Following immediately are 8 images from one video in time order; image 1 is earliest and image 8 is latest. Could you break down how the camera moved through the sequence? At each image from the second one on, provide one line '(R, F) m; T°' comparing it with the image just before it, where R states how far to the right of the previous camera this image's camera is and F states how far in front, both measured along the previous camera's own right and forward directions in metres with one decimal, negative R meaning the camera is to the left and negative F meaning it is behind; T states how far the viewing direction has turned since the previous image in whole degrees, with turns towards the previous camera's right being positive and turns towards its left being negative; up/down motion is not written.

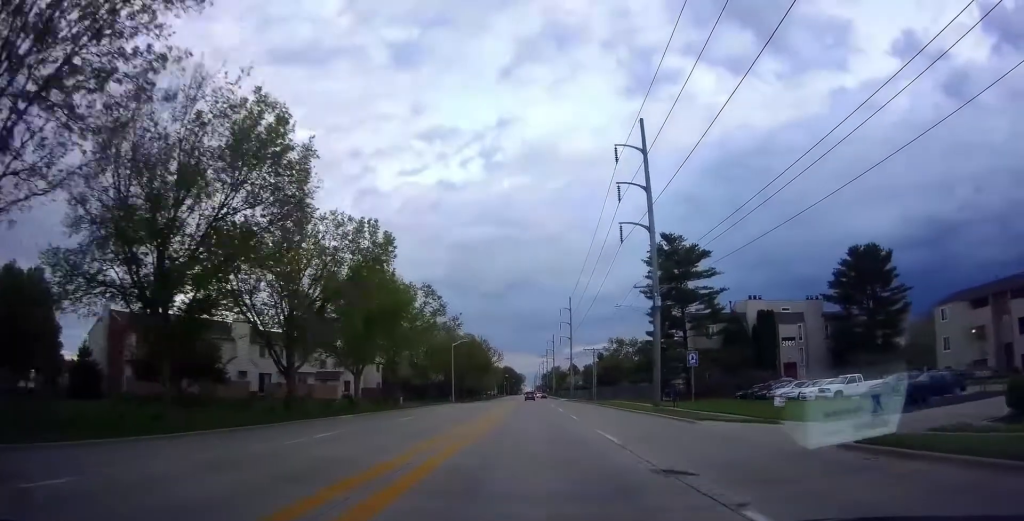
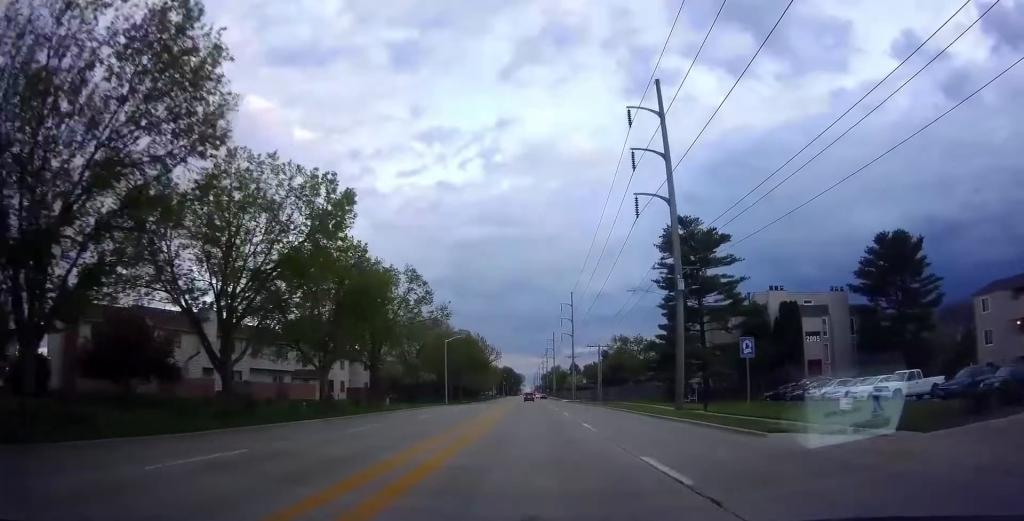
(+0.1, +7.1) m; -1°
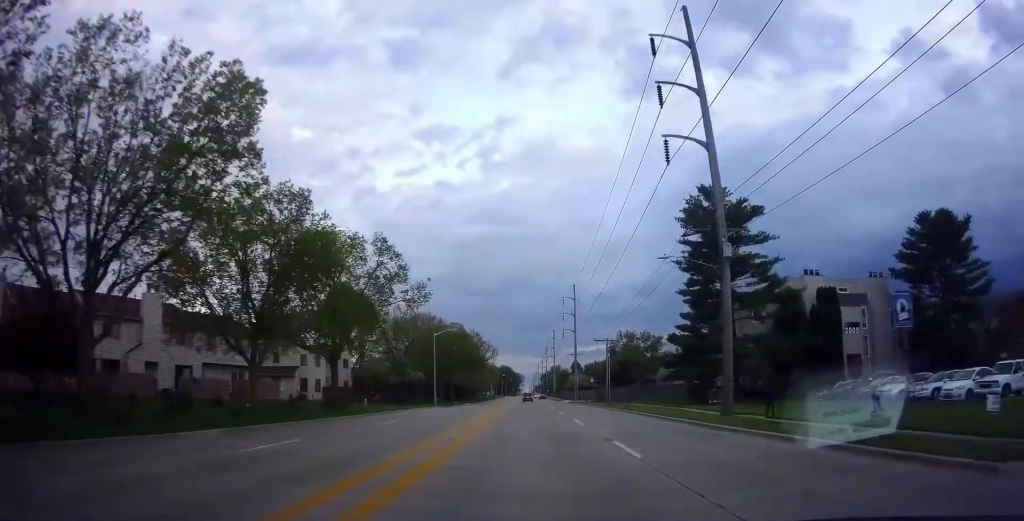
(-0.2, +8.9) m; 0°
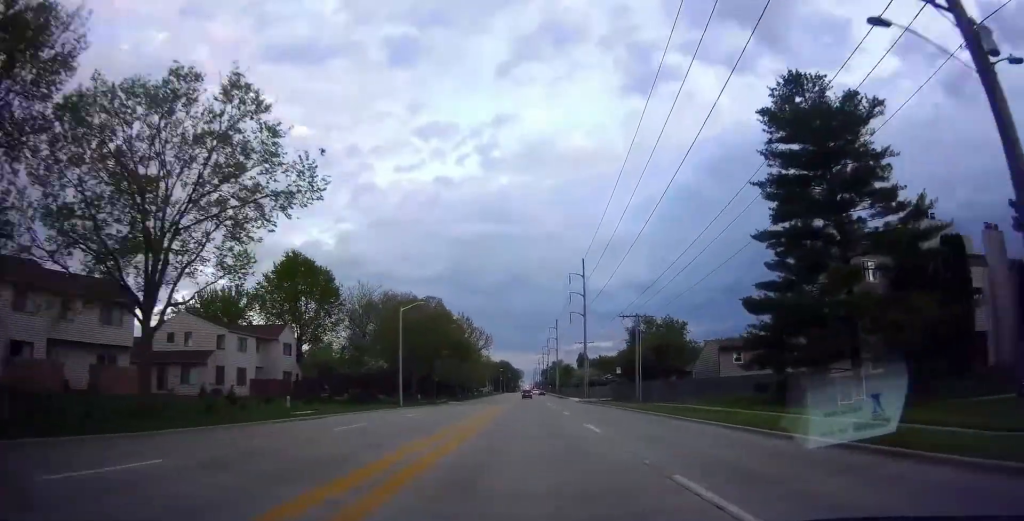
(0.0, +18.8) m; +1°
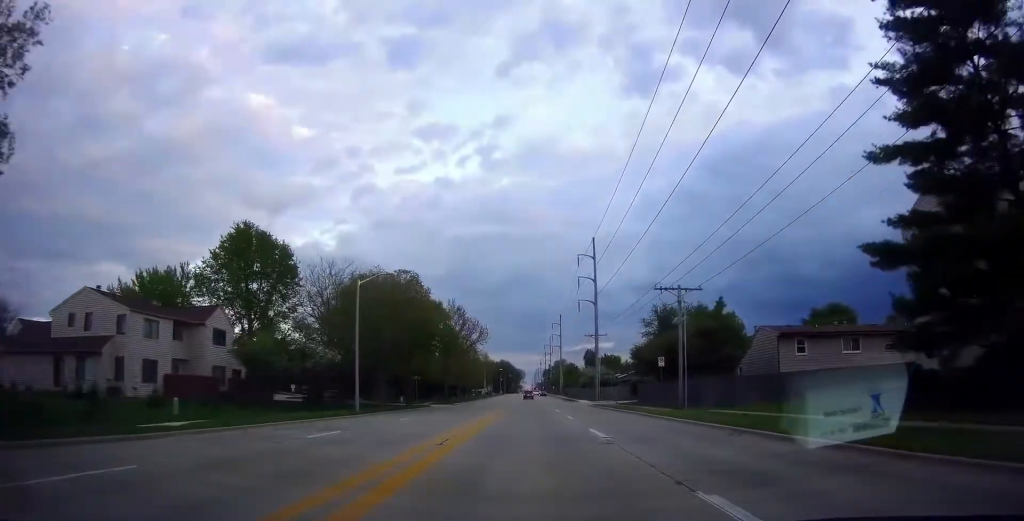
(+0.2, +14.1) m; +1°
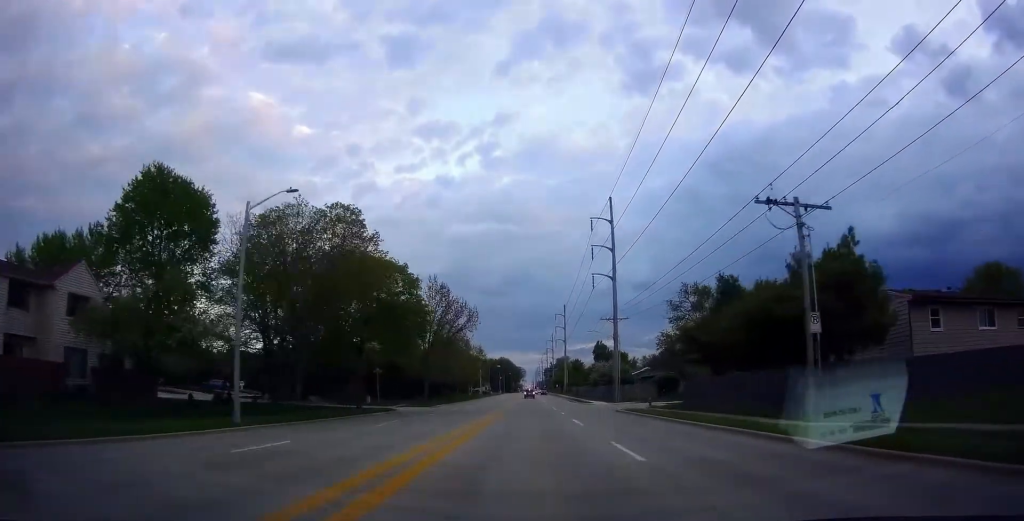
(0.0, +16.9) m; 0°
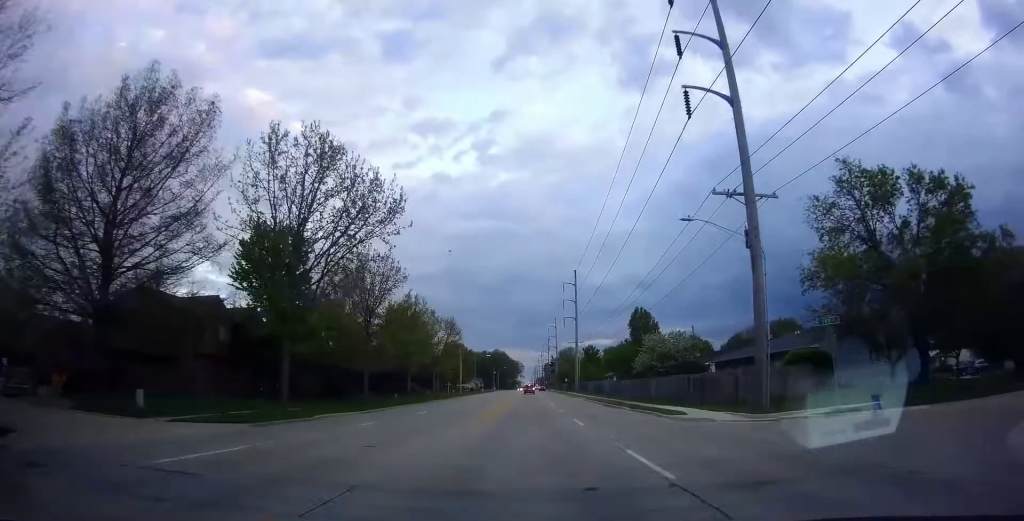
(0.0, +38.7) m; 0°
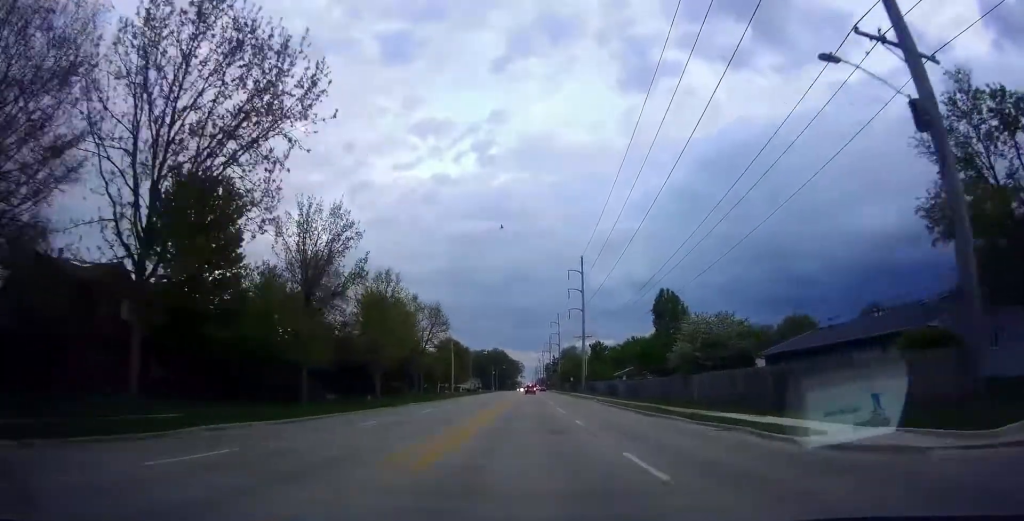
(0.0, +12.2) m; -1°
